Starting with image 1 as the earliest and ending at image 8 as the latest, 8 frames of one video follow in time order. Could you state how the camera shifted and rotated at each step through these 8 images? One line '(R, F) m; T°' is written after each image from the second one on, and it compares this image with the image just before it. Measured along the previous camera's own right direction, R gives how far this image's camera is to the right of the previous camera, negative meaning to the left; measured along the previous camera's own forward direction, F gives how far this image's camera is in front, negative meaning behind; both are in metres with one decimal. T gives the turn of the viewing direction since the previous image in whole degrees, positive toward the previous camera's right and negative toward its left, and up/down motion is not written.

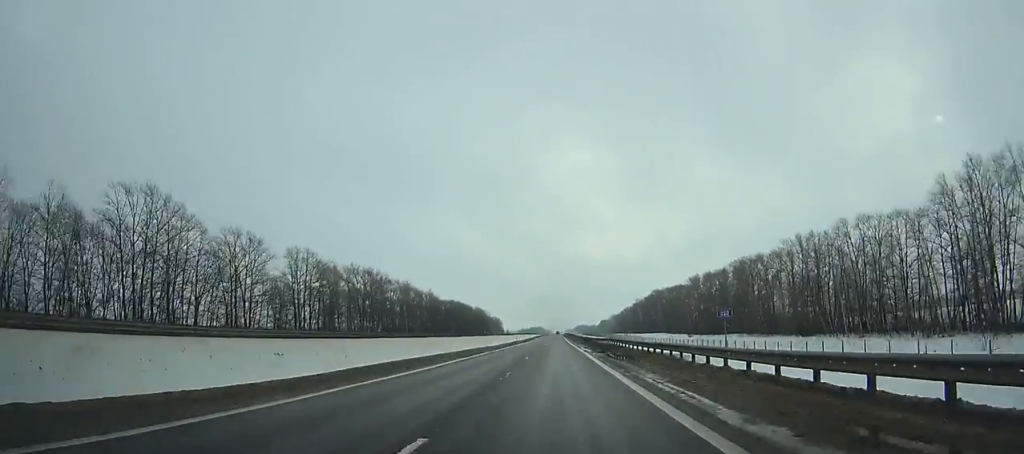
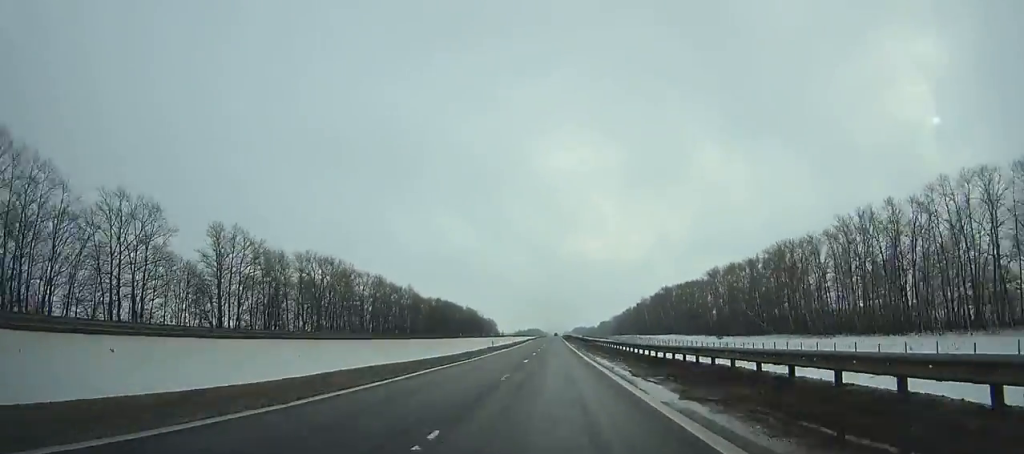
(+0.1, +35.7) m; 0°
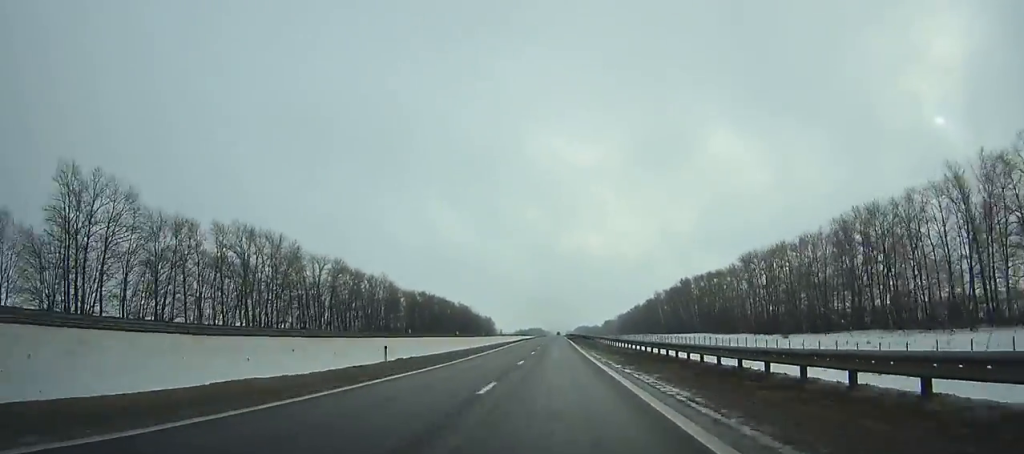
(-0.1, +40.9) m; 0°
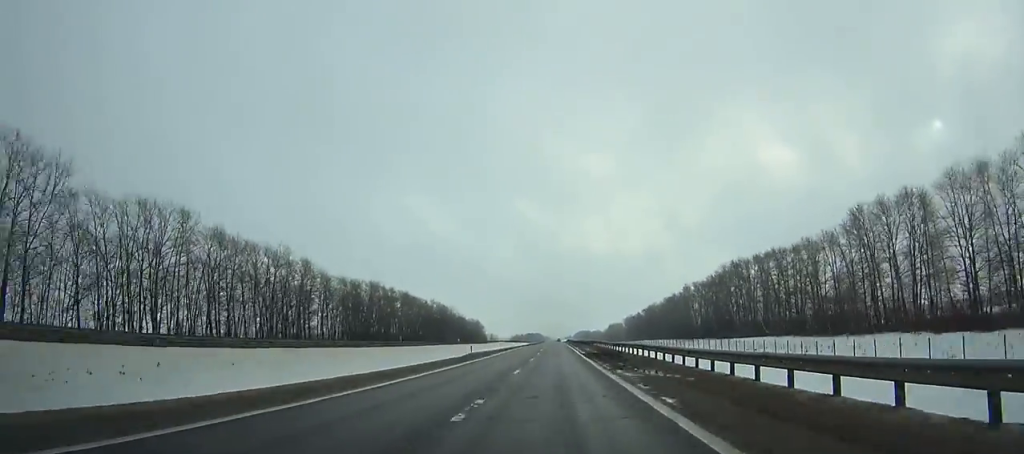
(-0.1, +75.8) m; 0°
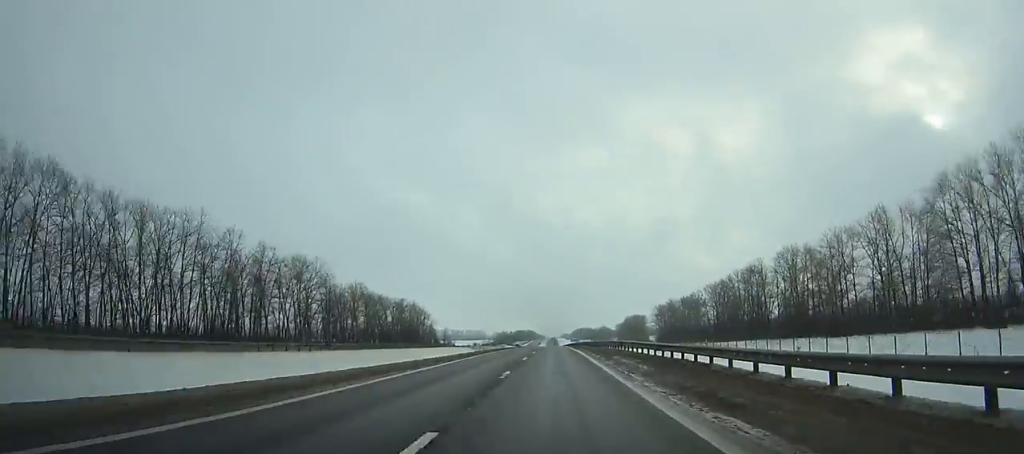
(+1.0, +194.3) m; +1°
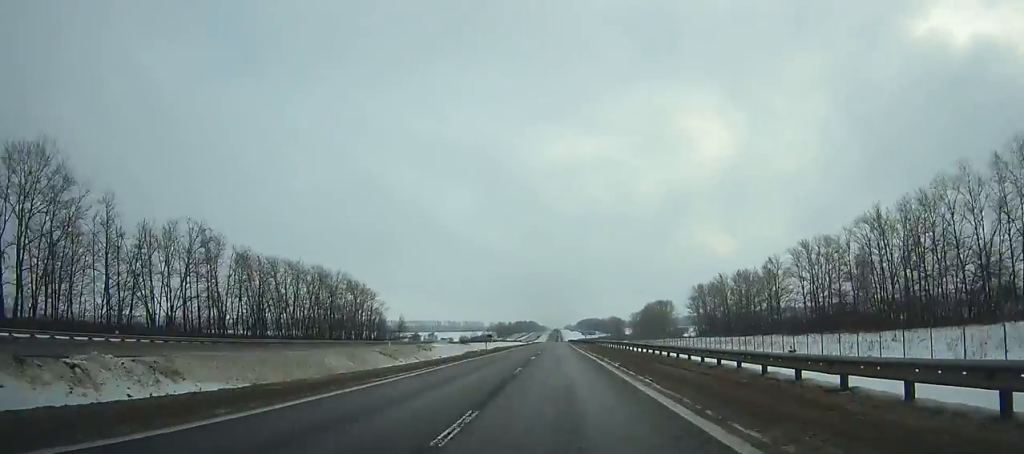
(-0.1, +95.0) m; 0°
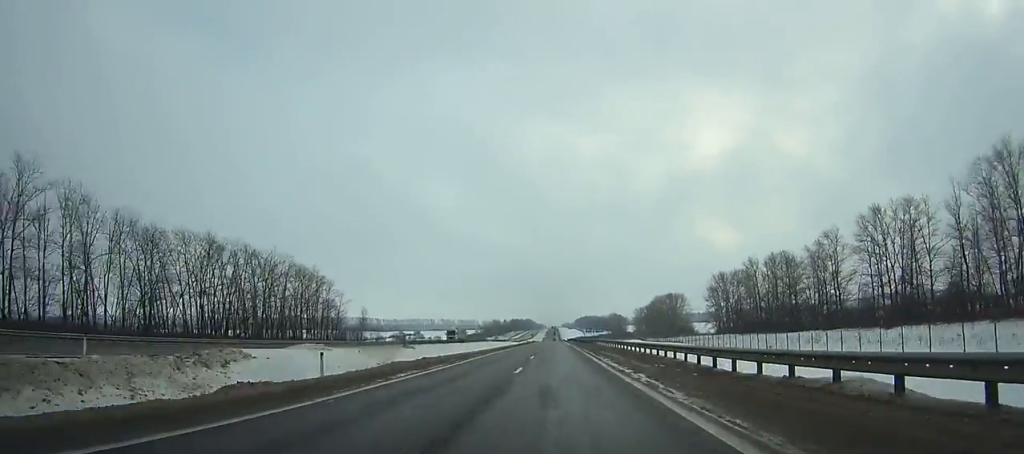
(+0.1, +39.6) m; 0°
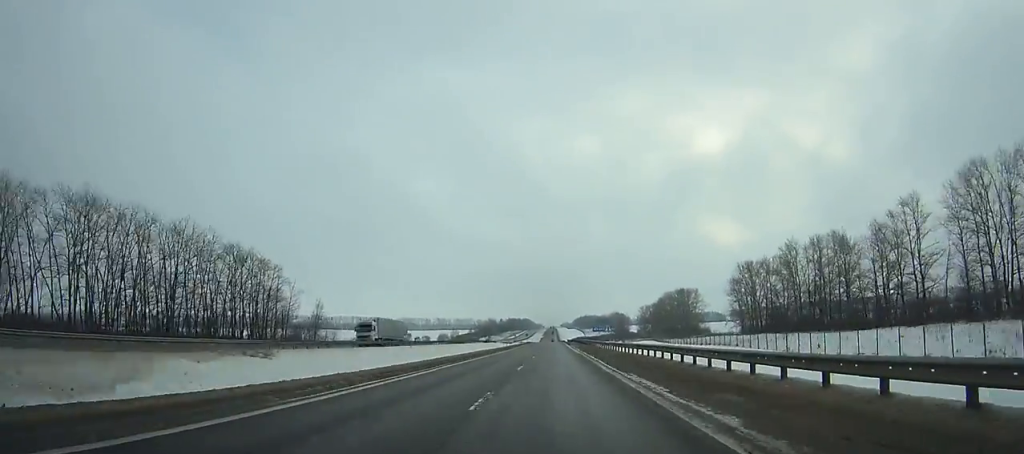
(+0.2, +34.2) m; 0°
